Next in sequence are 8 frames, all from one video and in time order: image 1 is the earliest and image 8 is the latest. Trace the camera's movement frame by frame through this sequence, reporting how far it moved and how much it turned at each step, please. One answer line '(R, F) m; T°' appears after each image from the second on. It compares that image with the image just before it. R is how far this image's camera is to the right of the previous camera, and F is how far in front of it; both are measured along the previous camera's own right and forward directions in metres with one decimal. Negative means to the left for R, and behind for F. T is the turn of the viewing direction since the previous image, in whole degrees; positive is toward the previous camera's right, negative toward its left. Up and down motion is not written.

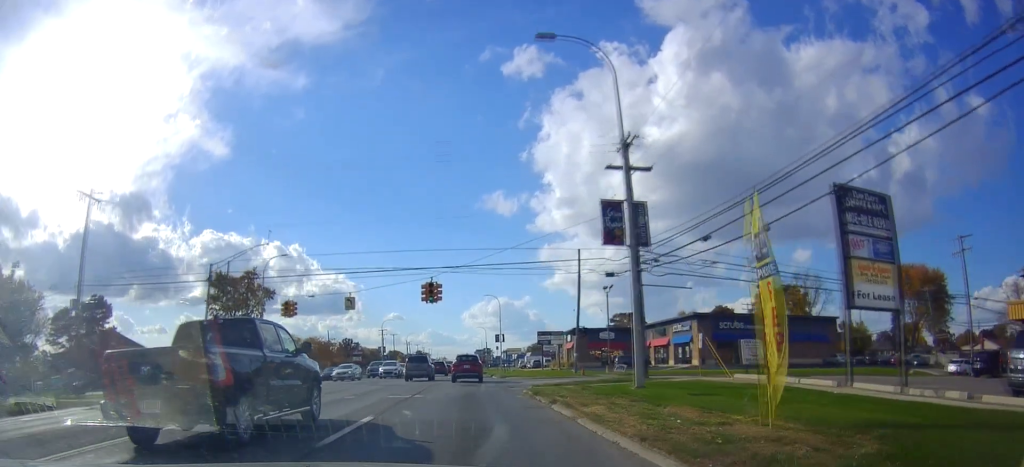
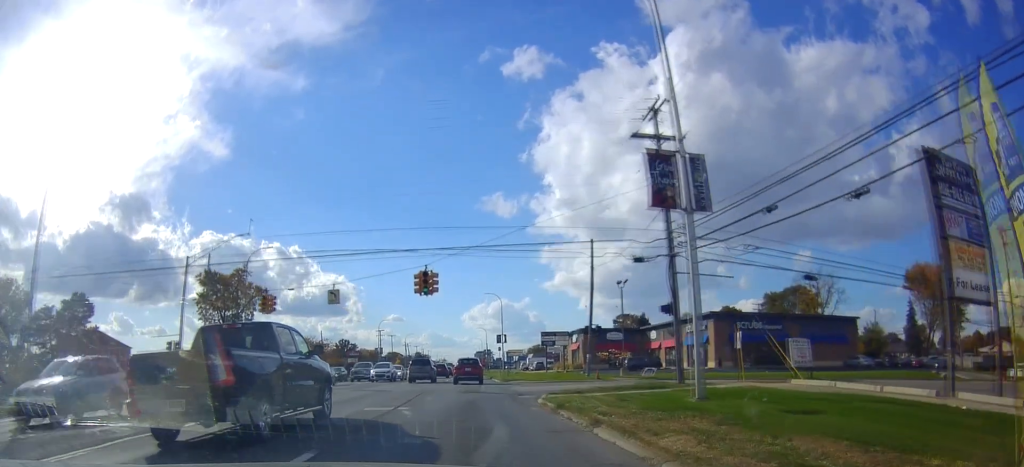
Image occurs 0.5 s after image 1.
(0.0, +4.7) m; 0°
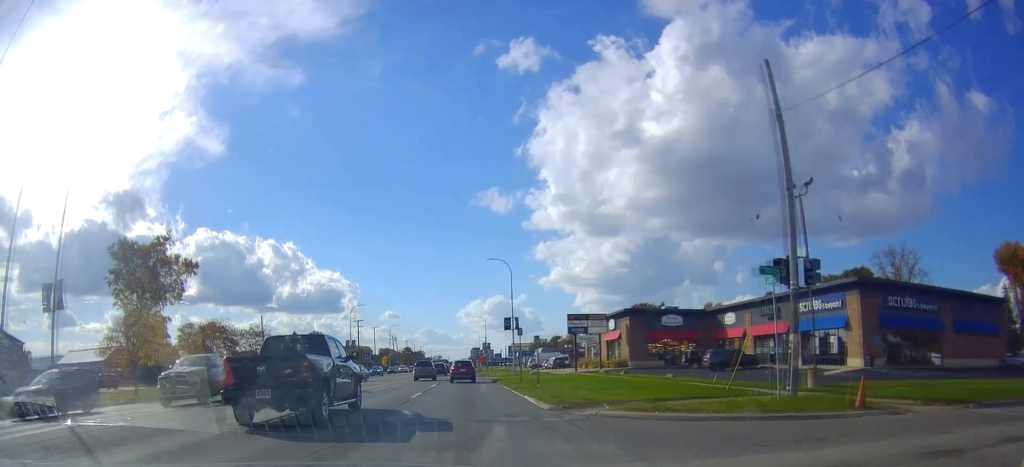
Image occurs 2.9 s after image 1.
(0.0, +25.8) m; 0°
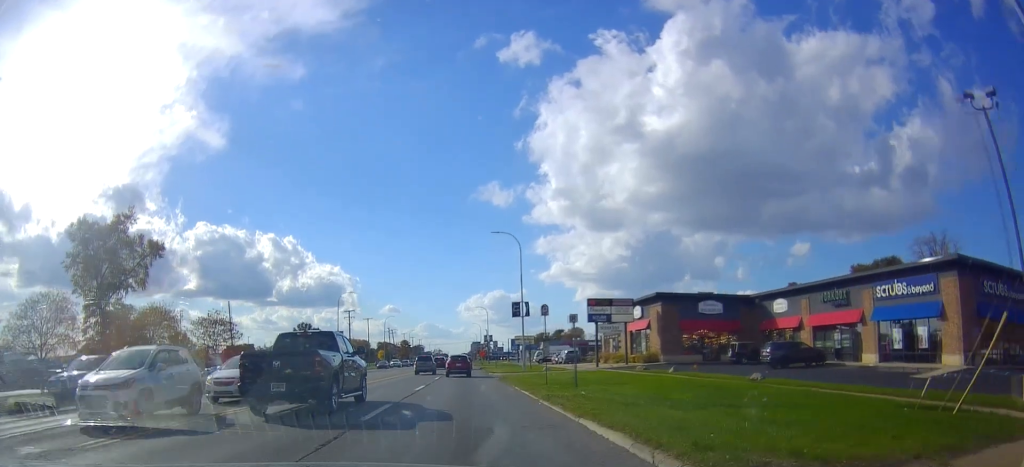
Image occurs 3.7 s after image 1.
(0.0, +9.9) m; 0°
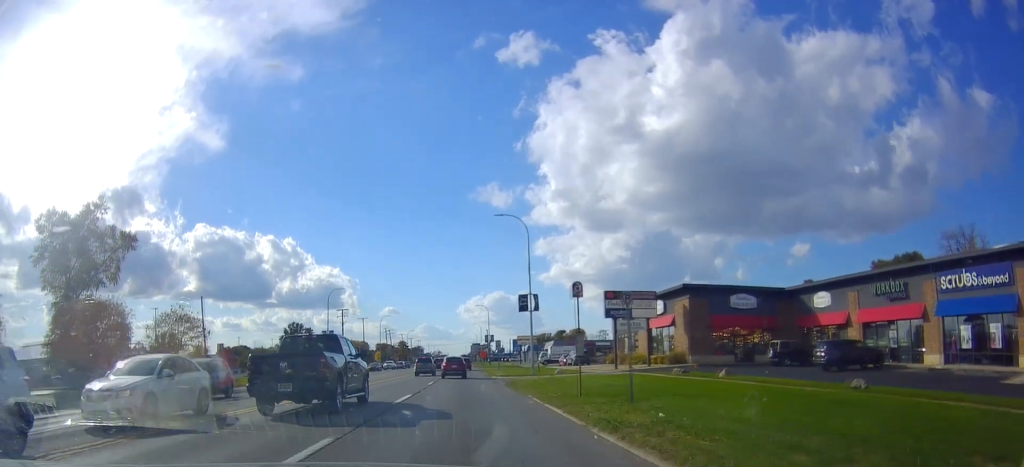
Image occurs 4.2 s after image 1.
(0.0, +6.5) m; 0°
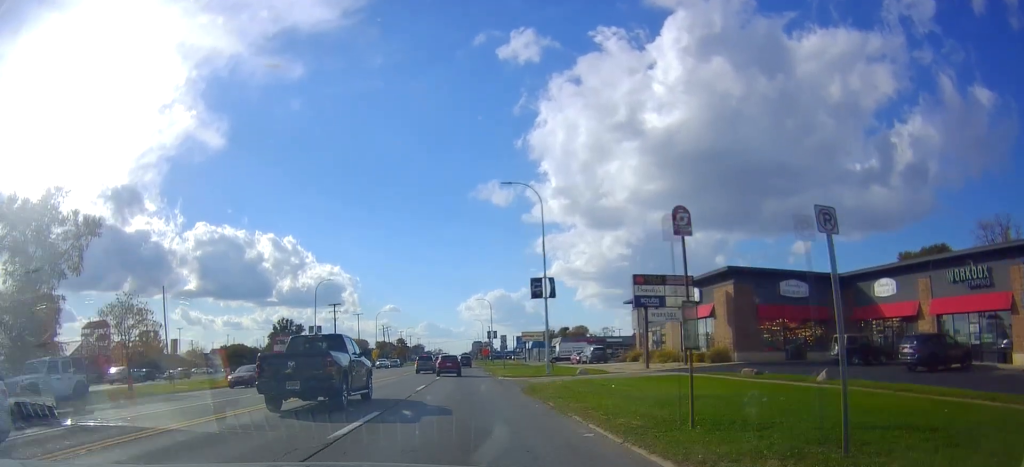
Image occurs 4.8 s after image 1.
(0.0, +7.8) m; 0°
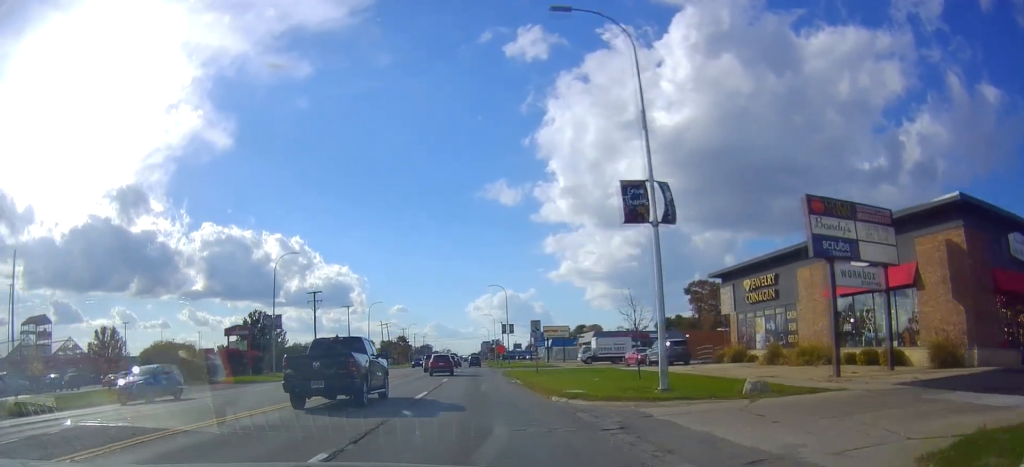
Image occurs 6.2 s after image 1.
(-0.1, +20.1) m; -2°
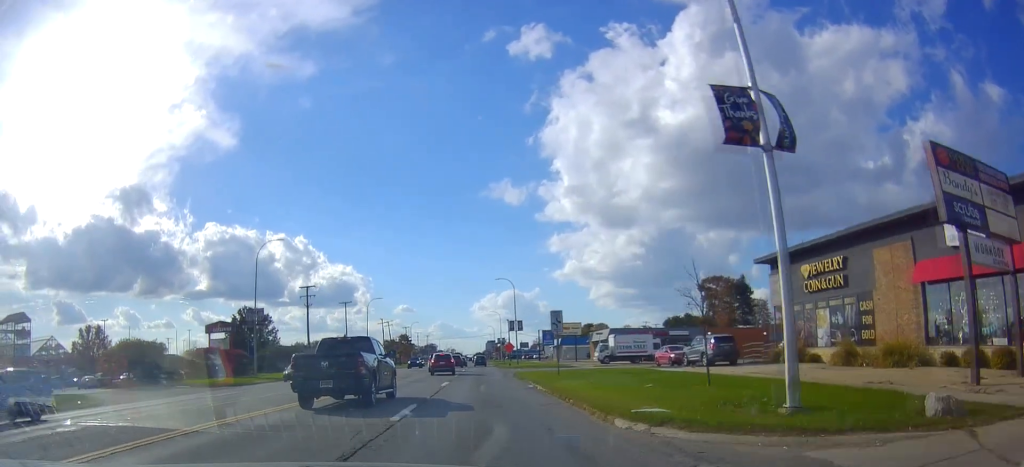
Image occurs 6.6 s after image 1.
(-0.2, +6.6) m; -1°
